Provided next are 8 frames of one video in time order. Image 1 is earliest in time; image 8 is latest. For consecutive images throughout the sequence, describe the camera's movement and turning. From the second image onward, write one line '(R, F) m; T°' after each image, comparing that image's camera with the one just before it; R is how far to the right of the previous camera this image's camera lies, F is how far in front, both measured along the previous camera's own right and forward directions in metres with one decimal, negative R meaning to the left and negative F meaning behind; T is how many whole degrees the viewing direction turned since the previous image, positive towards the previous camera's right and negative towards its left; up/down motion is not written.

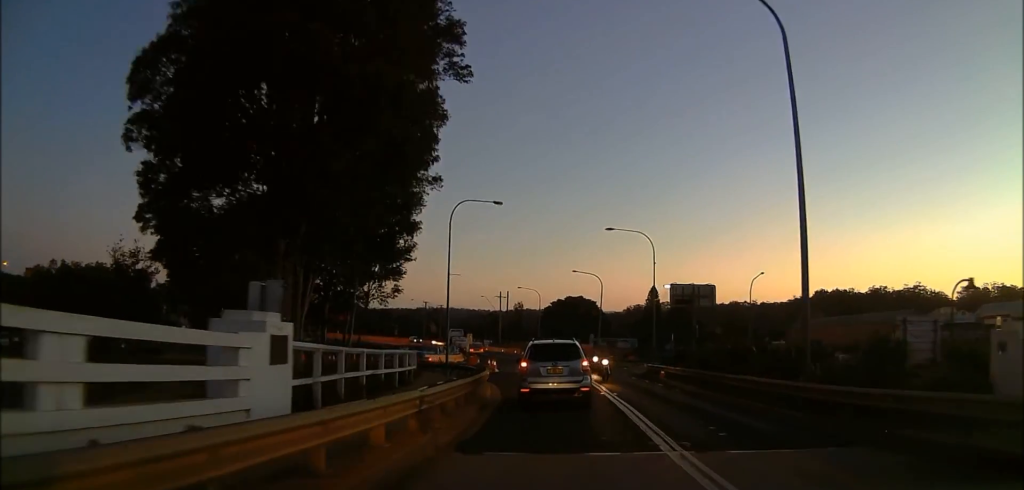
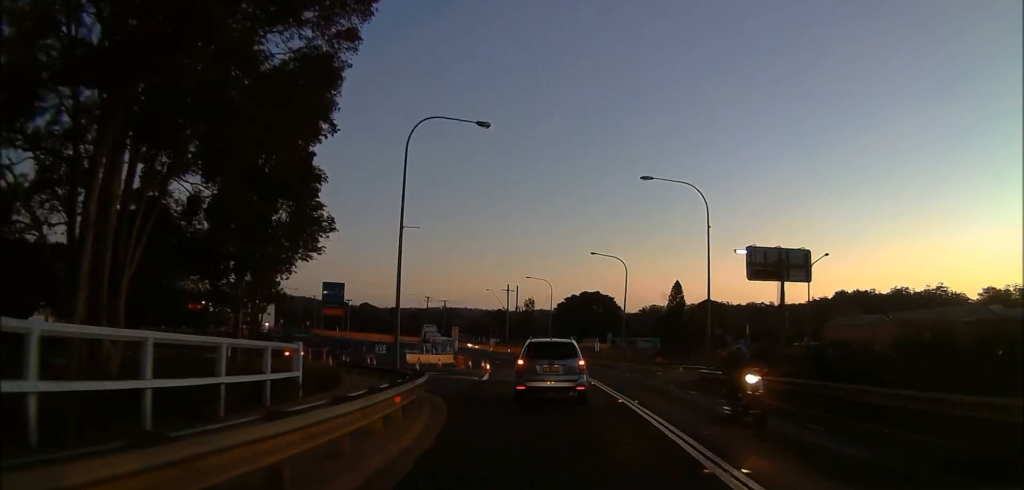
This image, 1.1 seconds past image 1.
(+0.4, +14.3) m; +3°
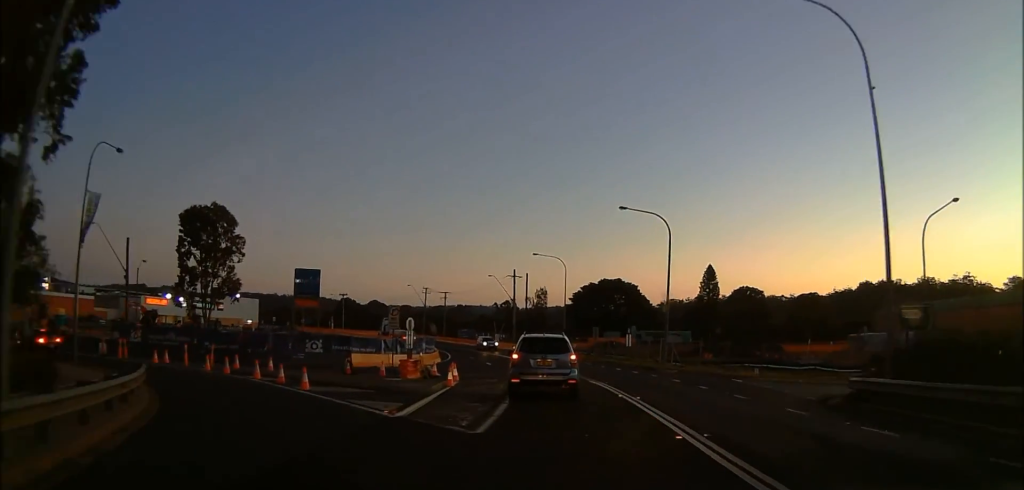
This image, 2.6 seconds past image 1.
(+0.4, +18.8) m; 0°
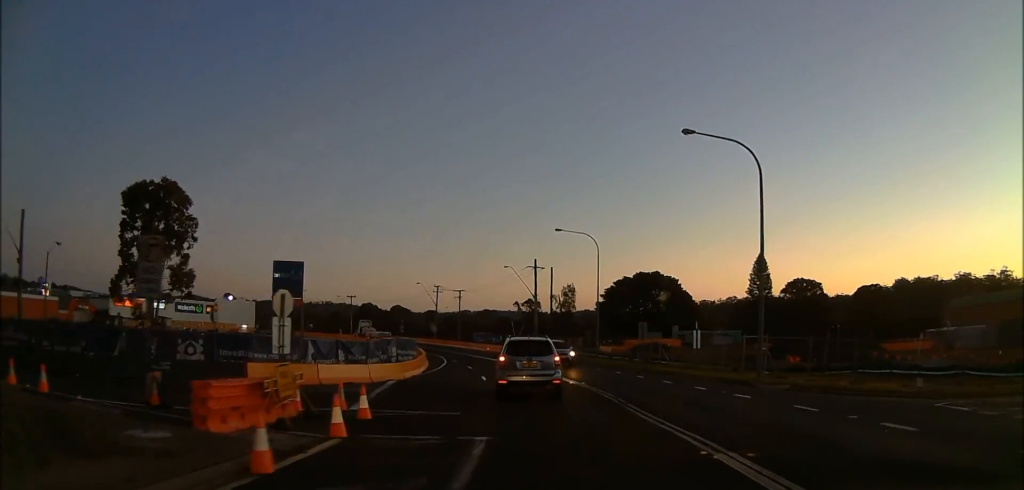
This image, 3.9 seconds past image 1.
(-0.4, +16.9) m; -6°
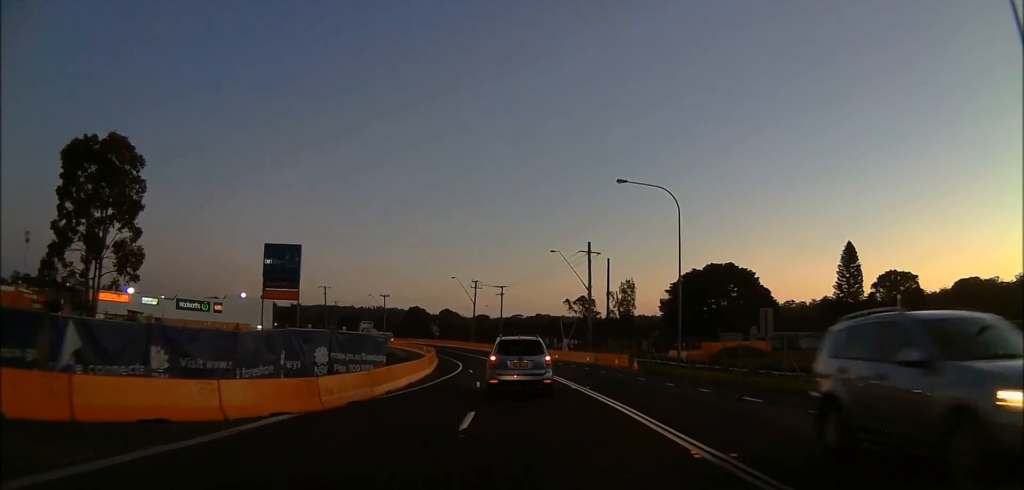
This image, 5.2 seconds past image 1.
(-1.0, +17.1) m; -5°
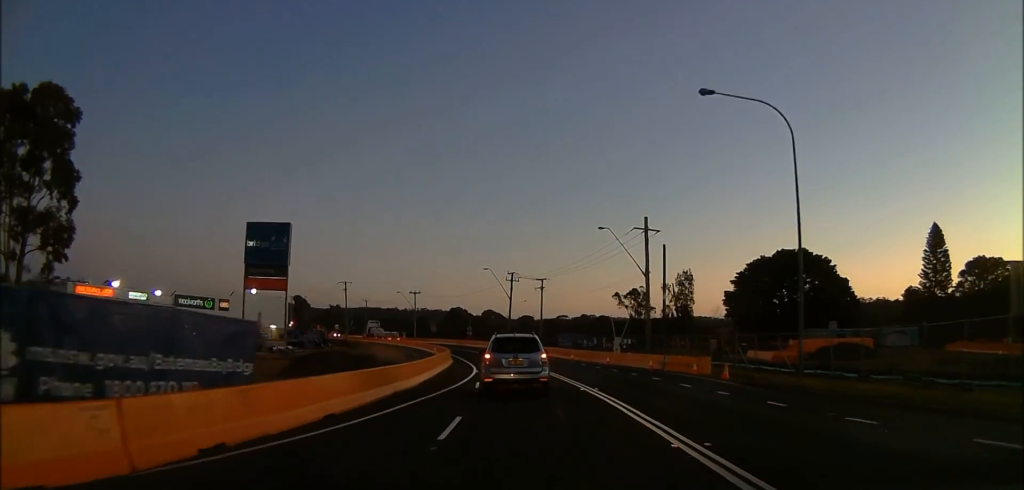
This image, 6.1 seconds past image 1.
(0.0, +13.3) m; -5°
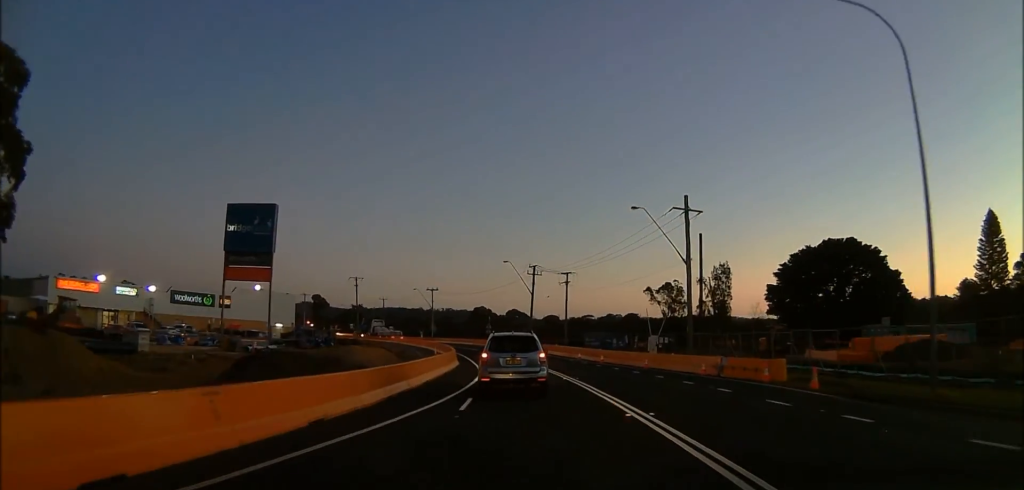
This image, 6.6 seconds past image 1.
(-0.7, +7.5) m; -3°
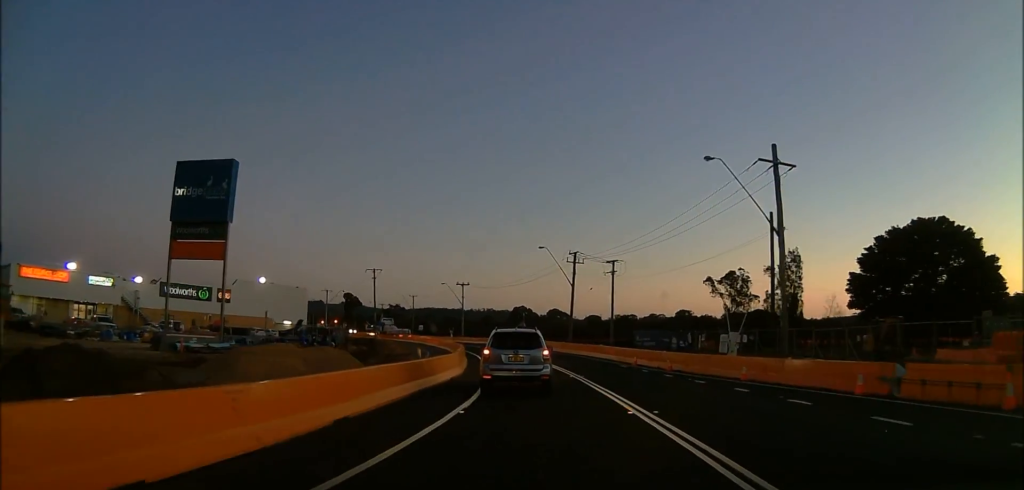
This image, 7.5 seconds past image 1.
(-0.5, +12.0) m; -2°
